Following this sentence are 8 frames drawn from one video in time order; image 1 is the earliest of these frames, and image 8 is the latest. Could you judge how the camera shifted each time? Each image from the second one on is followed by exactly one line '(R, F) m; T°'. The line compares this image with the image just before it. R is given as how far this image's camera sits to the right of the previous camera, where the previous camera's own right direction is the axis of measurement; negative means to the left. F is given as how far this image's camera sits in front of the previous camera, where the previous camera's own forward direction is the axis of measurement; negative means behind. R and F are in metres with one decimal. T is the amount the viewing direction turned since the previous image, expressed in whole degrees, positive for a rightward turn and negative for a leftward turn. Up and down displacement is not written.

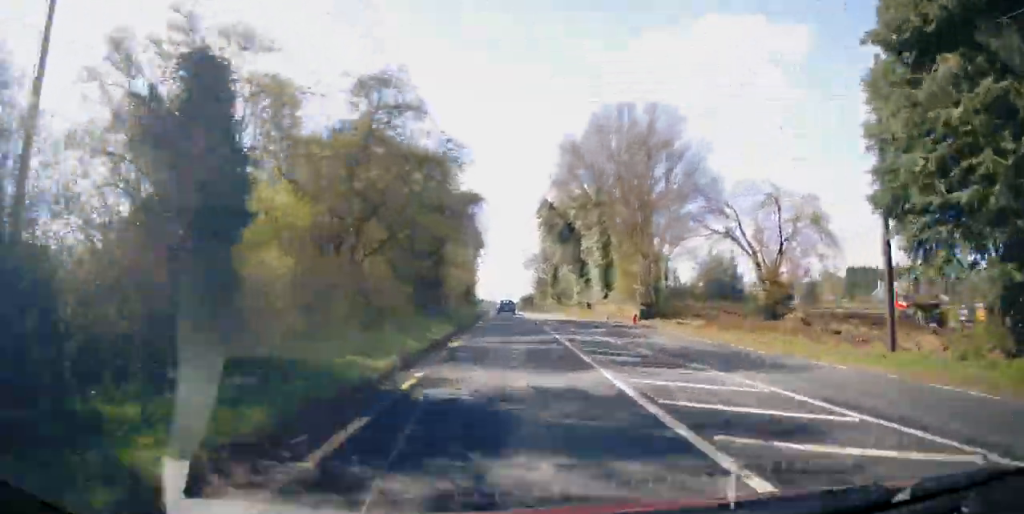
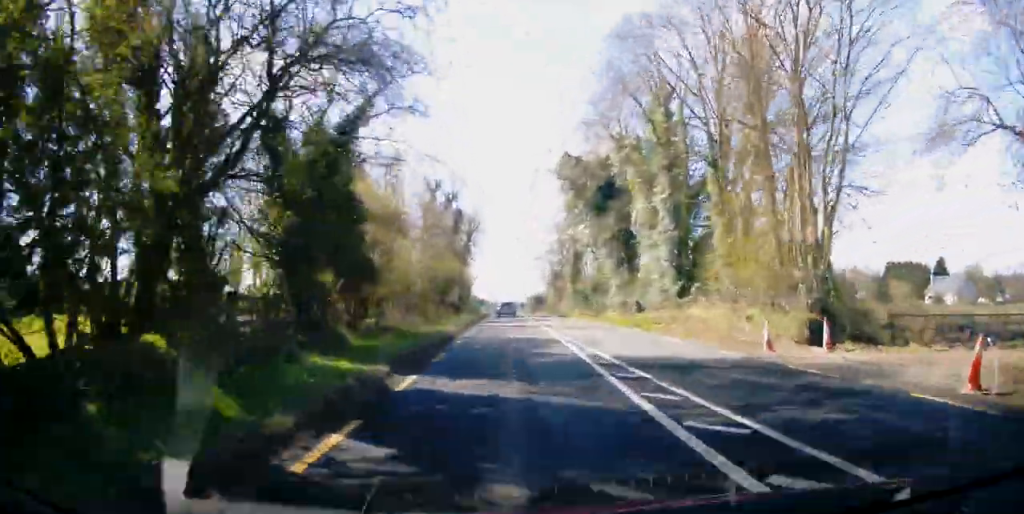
(0.0, +25.3) m; 0°
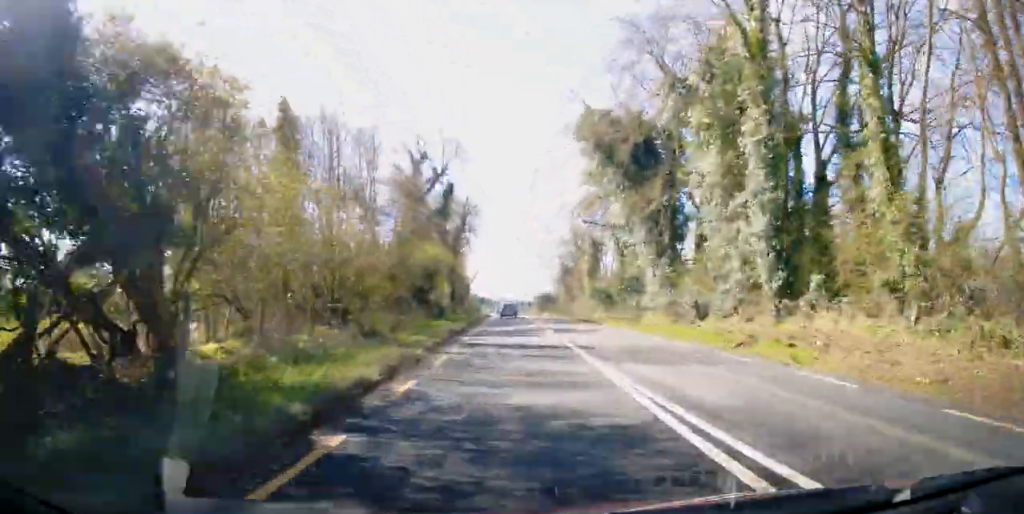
(0.0, +13.7) m; 0°
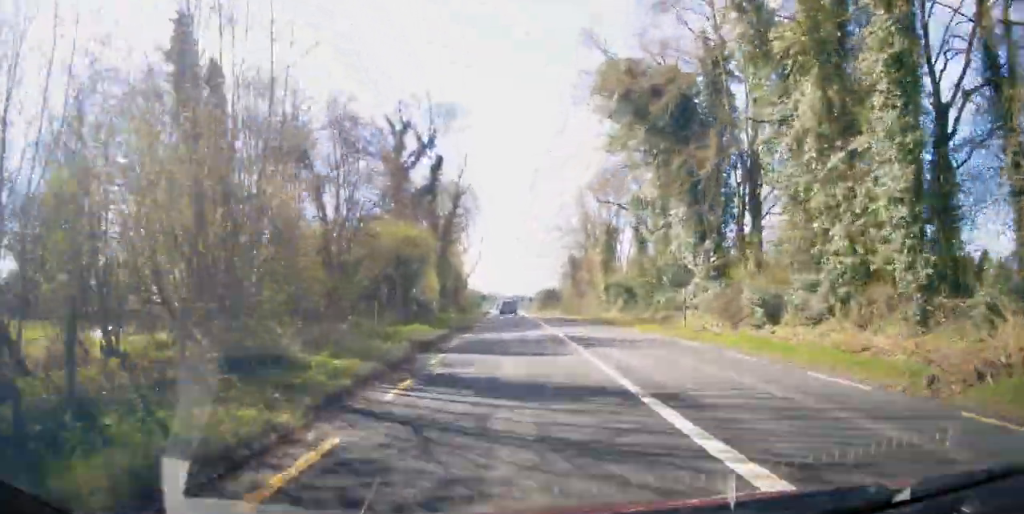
(0.0, +8.9) m; -1°
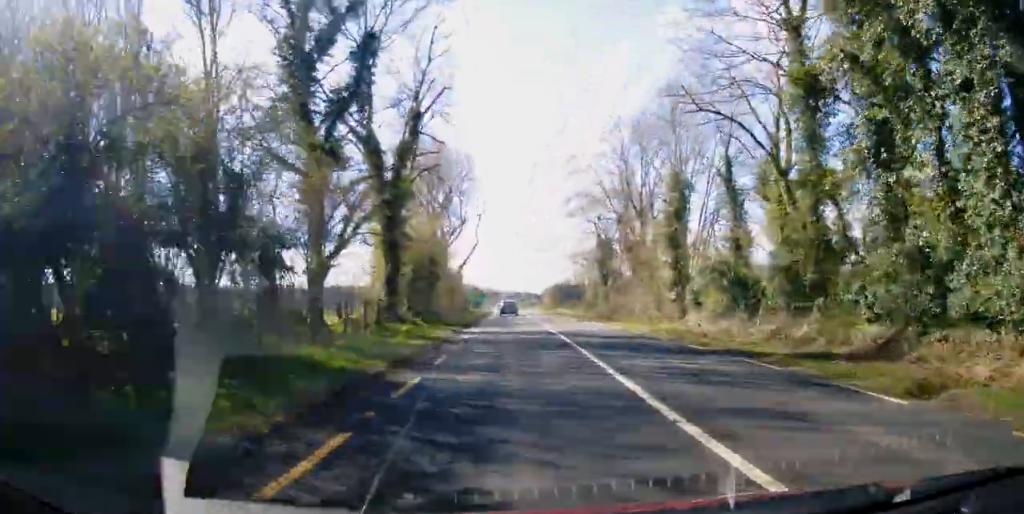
(-0.3, +21.5) m; -1°
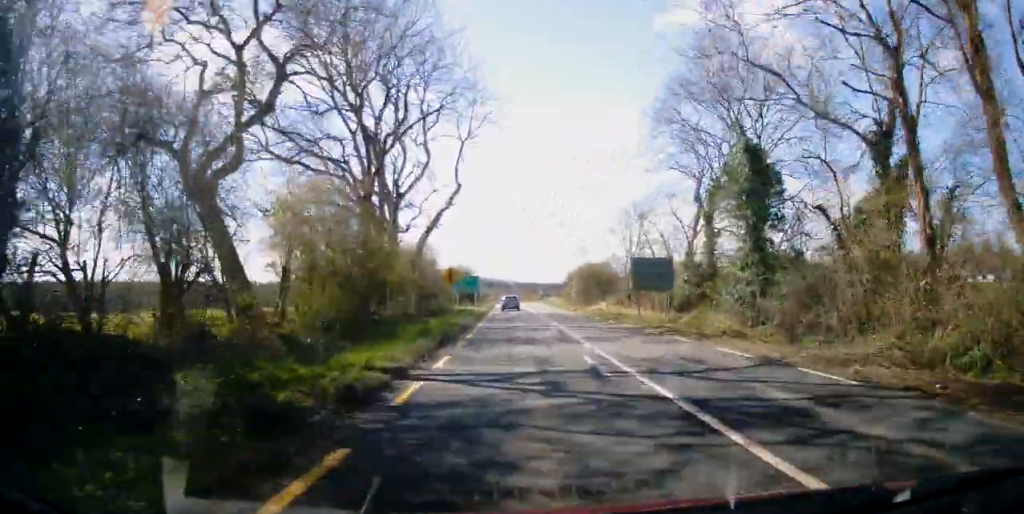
(-0.1, +33.6) m; 0°
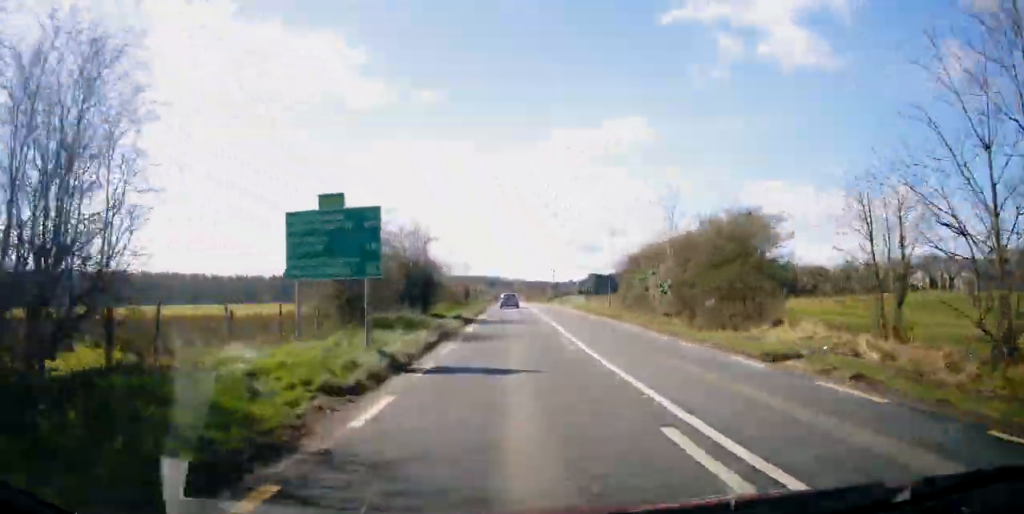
(-0.3, +41.9) m; -1°
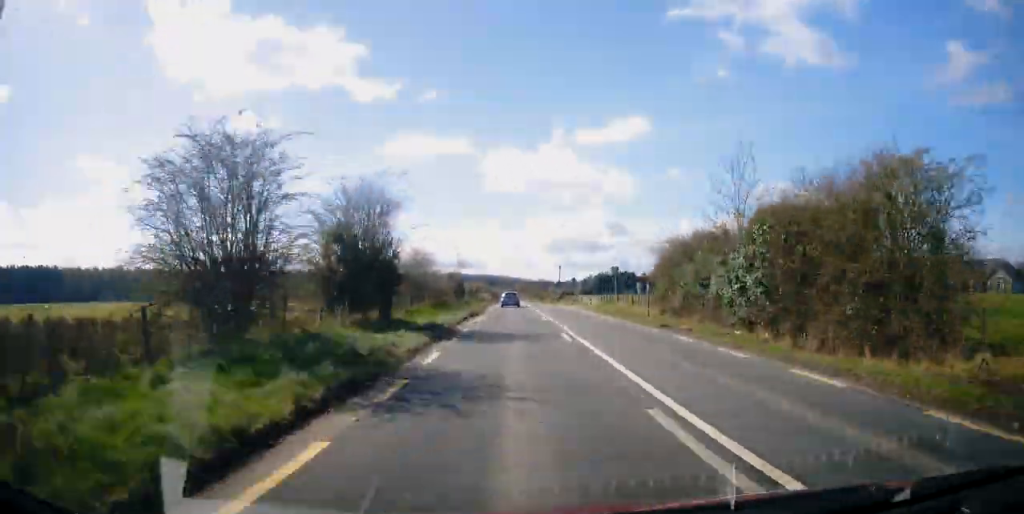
(-0.1, +11.0) m; 0°
